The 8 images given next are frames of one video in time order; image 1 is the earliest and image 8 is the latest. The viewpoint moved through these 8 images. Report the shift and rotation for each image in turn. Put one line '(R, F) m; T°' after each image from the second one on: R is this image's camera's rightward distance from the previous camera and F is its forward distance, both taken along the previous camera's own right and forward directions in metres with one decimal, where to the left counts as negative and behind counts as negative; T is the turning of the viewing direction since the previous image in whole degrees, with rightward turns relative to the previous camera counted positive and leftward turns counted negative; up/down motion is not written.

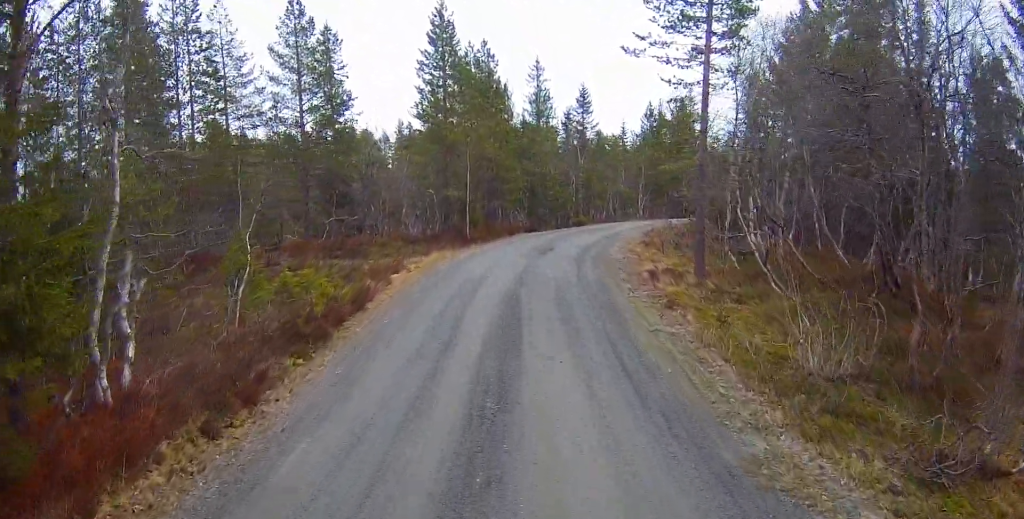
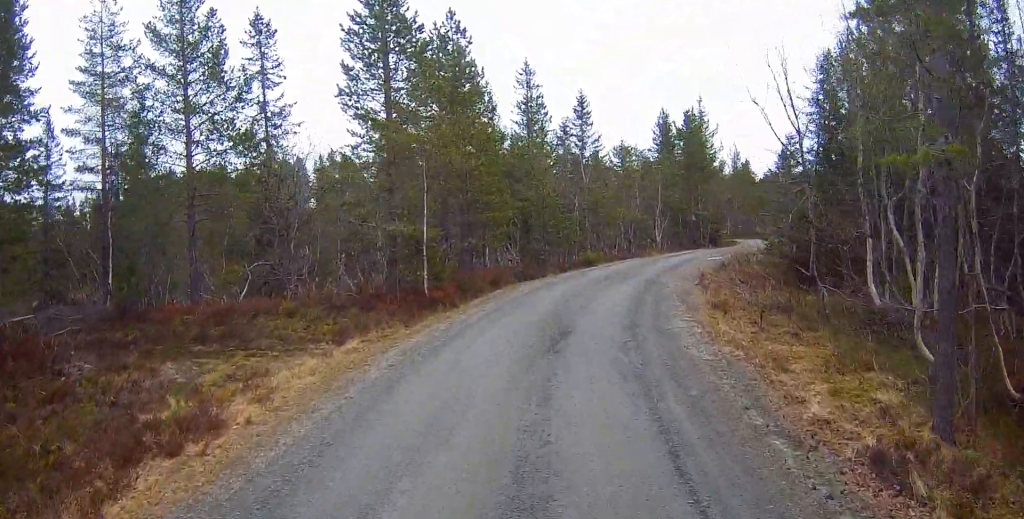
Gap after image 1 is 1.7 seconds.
(-0.2, +8.7) m; -1°
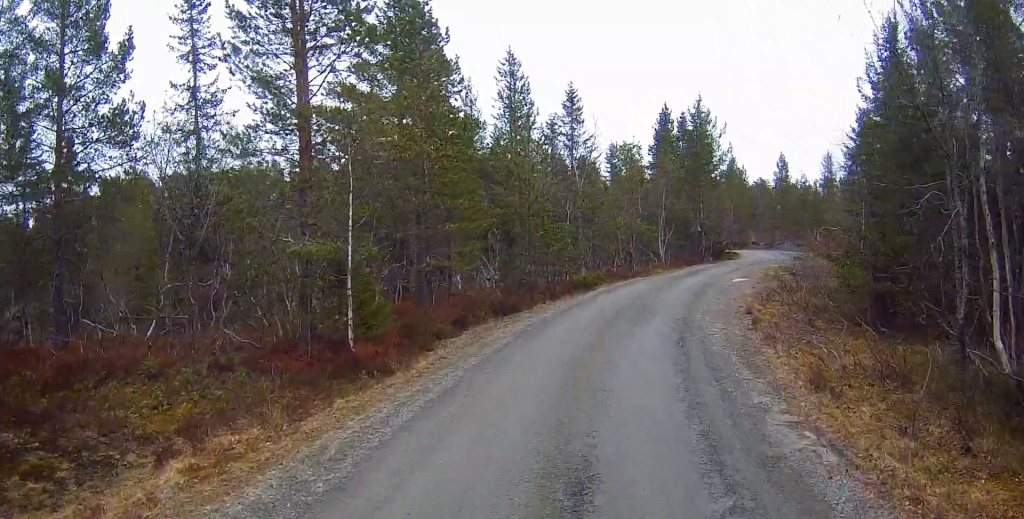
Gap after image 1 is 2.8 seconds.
(+0.2, +5.7) m; +4°
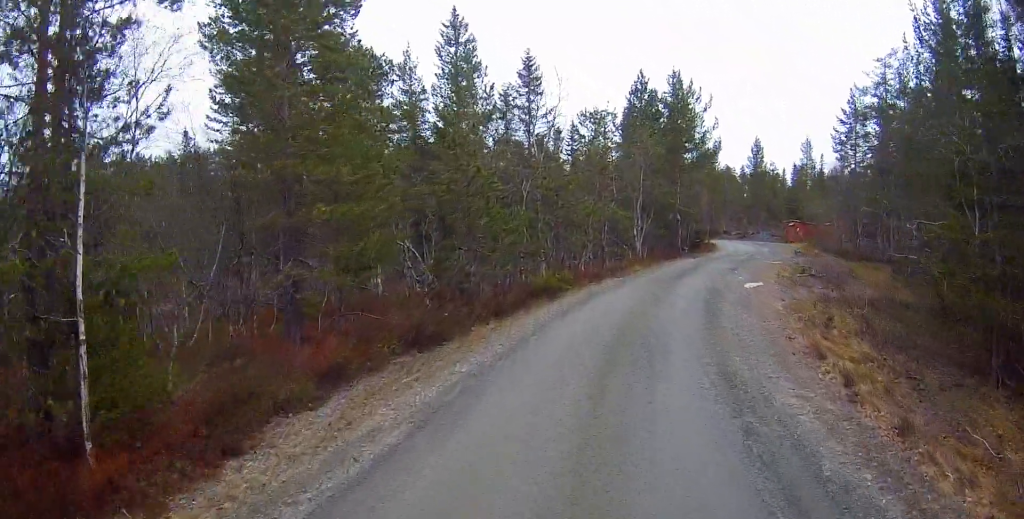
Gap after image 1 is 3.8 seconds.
(+0.2, +5.7) m; +1°
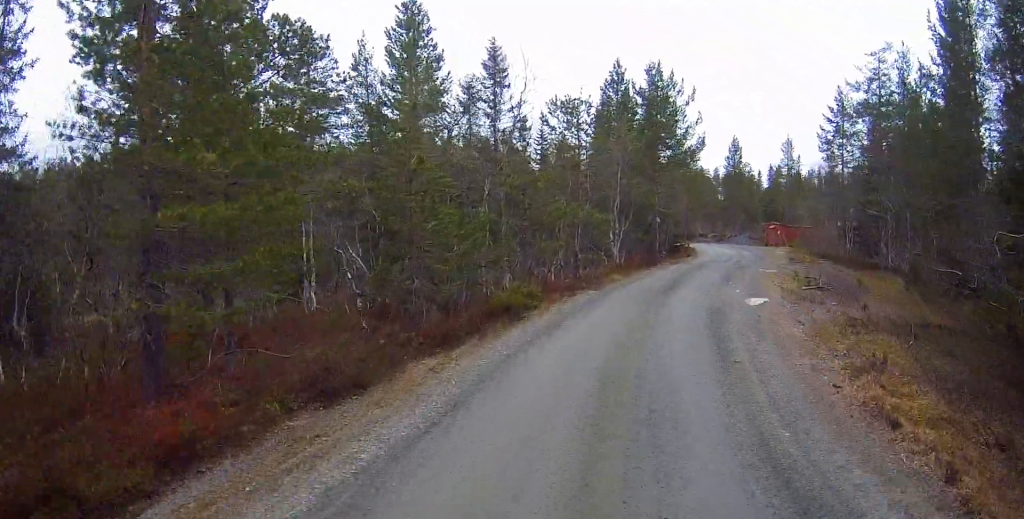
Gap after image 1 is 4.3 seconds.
(-0.3, +2.8) m; +1°
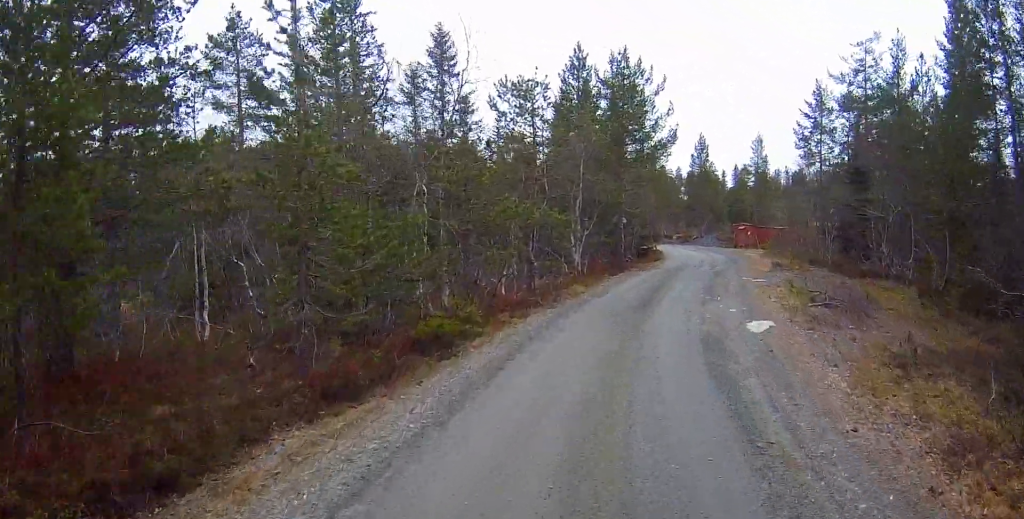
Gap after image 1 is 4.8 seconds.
(+0.3, +3.2) m; +5°
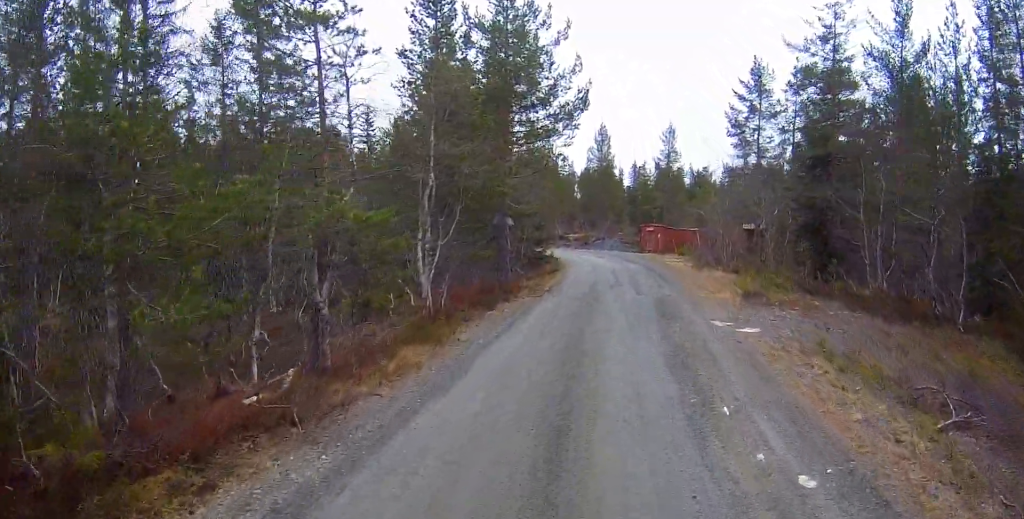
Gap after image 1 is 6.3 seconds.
(+1.2, +9.1) m; +13°
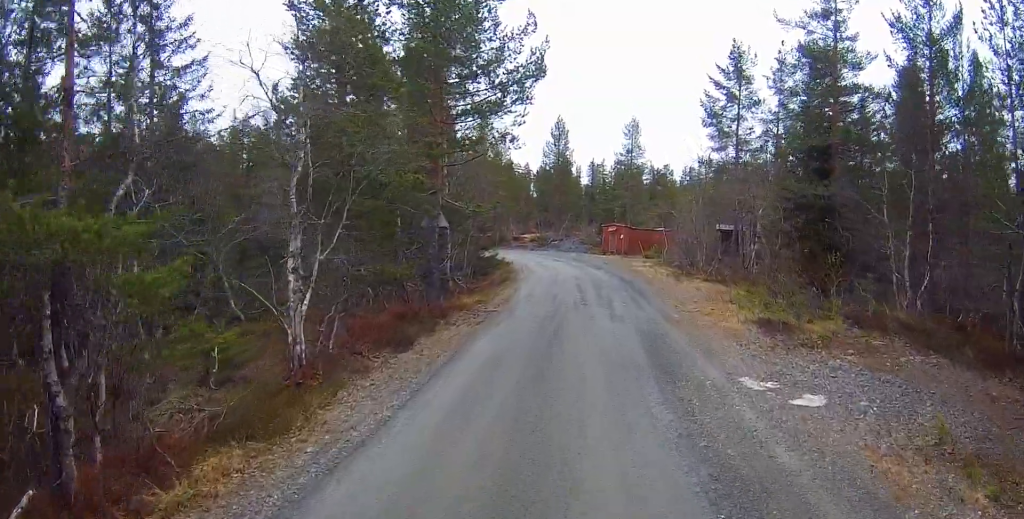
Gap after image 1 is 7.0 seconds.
(+0.2, +4.9) m; +2°
